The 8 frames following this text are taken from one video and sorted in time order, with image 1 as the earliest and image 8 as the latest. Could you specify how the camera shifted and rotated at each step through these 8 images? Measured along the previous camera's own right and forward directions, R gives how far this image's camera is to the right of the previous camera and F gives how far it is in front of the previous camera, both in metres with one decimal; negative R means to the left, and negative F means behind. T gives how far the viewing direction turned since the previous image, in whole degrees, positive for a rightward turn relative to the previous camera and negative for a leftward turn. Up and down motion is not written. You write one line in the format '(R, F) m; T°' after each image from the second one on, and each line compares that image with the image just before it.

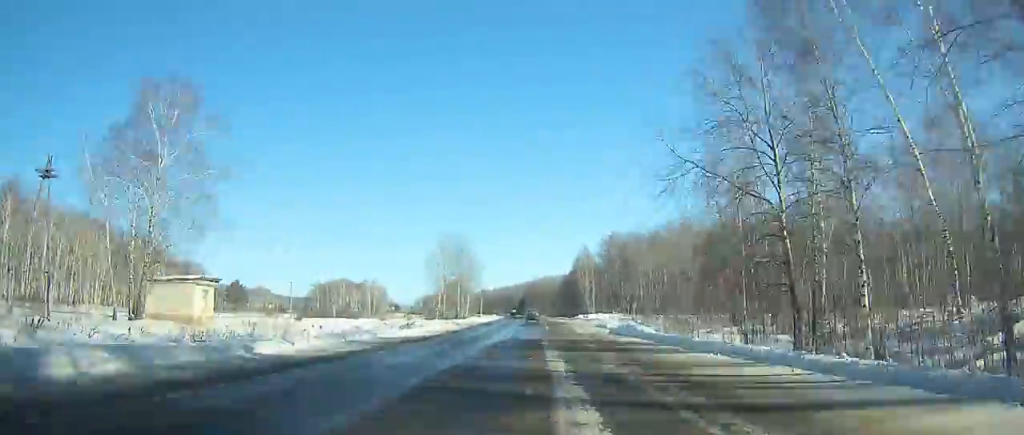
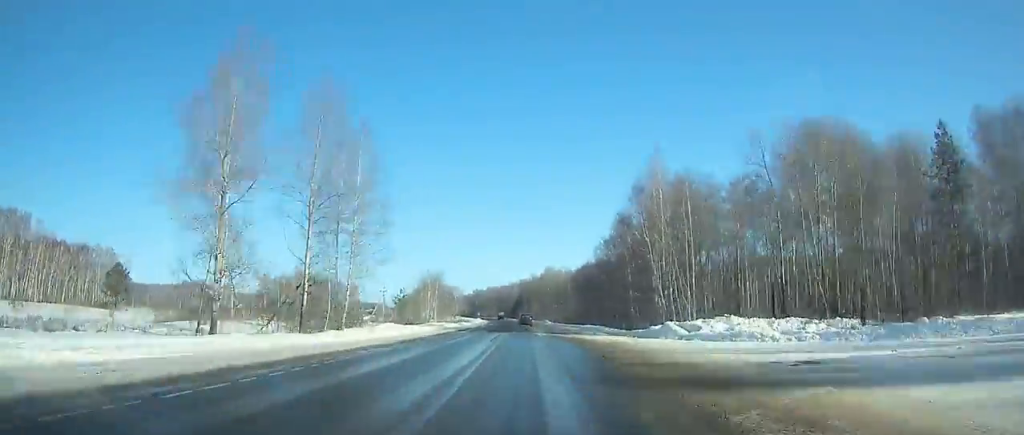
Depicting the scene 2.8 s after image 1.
(0.0, +69.9) m; 0°
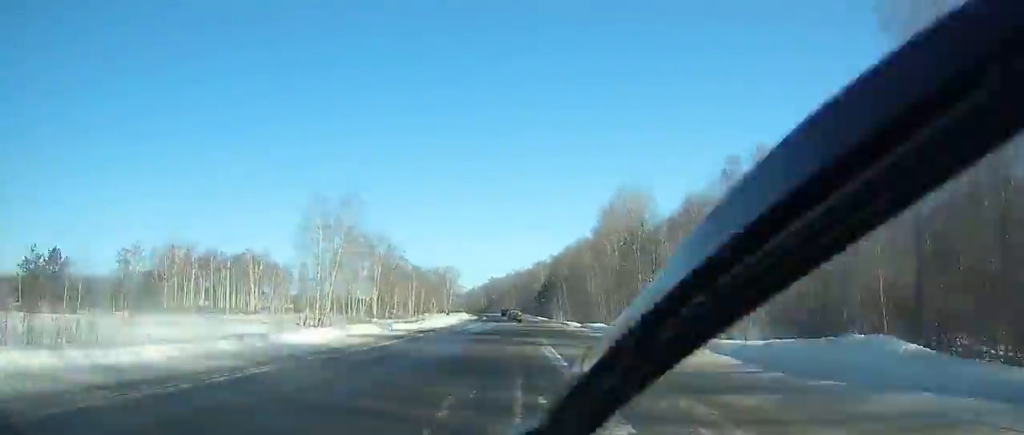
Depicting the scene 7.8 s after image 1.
(-2.5, +121.9) m; -3°
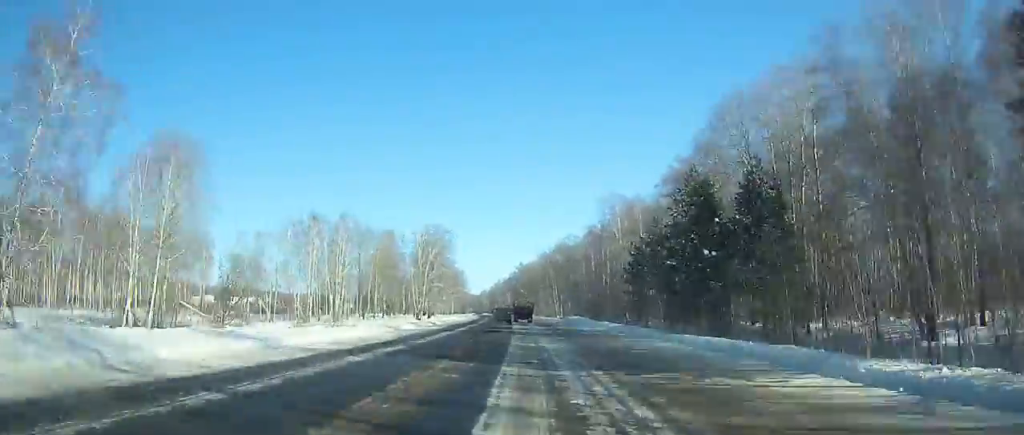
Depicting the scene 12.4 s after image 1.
(-3.7, +108.3) m; -4°
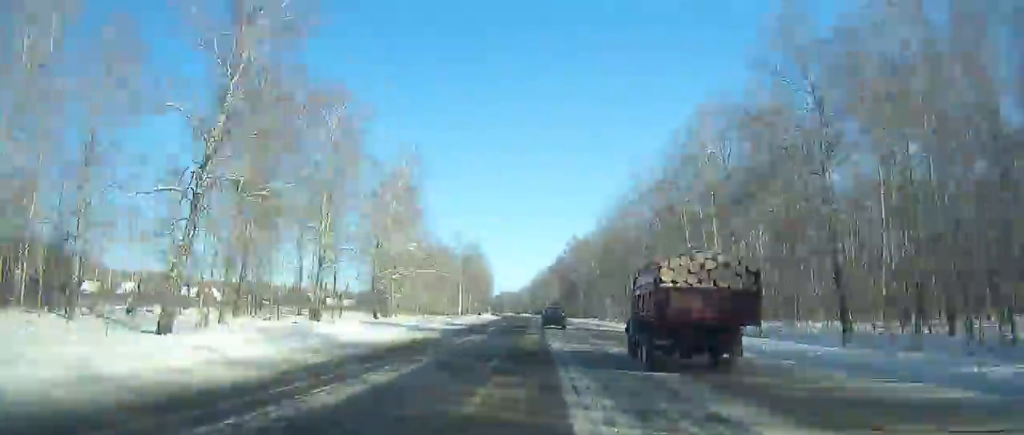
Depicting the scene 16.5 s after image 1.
(-2.4, +92.7) m; -2°
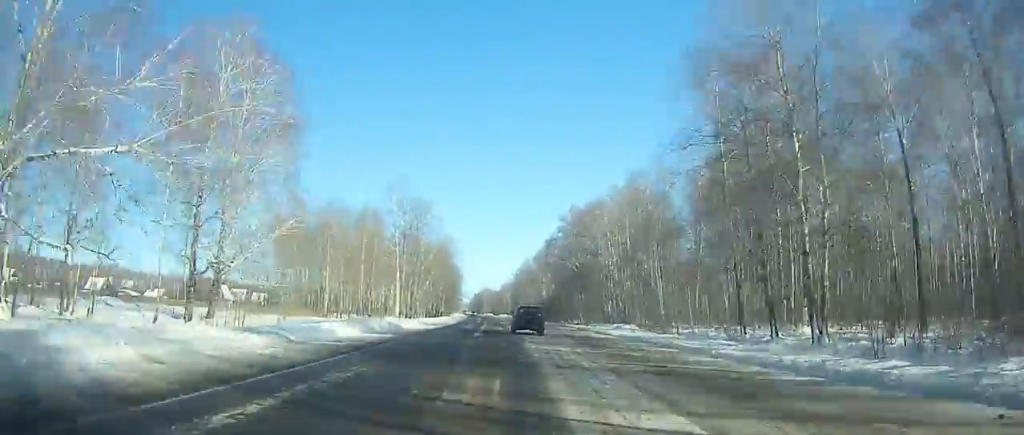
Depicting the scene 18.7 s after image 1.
(-0.1, +48.6) m; -1°
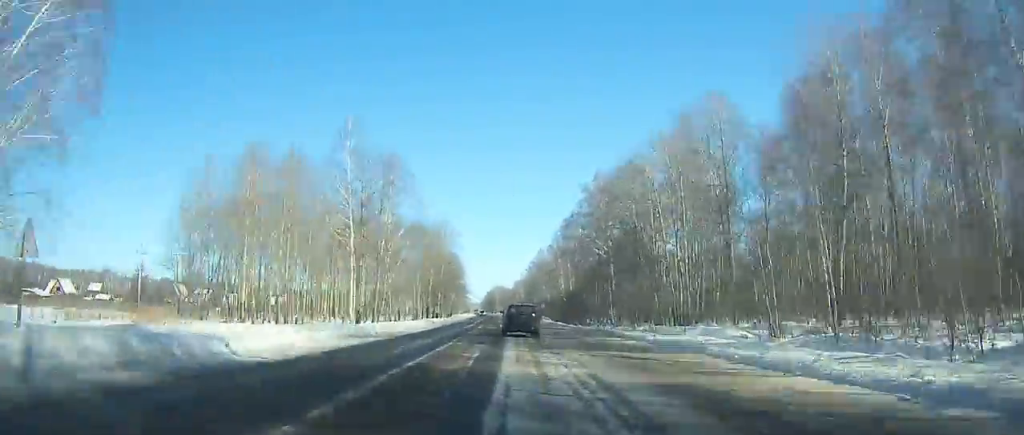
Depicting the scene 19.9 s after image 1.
(-0.3, +25.8) m; -1°
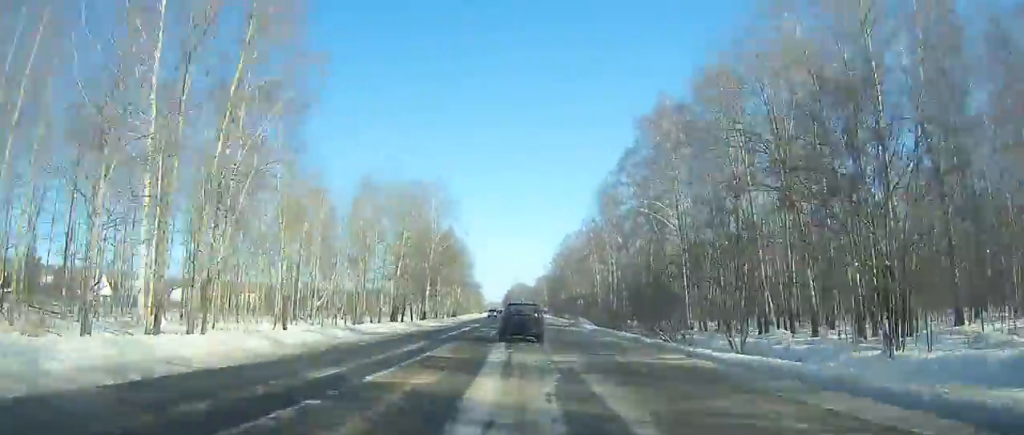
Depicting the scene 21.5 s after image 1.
(+0.2, +34.3) m; -1°
